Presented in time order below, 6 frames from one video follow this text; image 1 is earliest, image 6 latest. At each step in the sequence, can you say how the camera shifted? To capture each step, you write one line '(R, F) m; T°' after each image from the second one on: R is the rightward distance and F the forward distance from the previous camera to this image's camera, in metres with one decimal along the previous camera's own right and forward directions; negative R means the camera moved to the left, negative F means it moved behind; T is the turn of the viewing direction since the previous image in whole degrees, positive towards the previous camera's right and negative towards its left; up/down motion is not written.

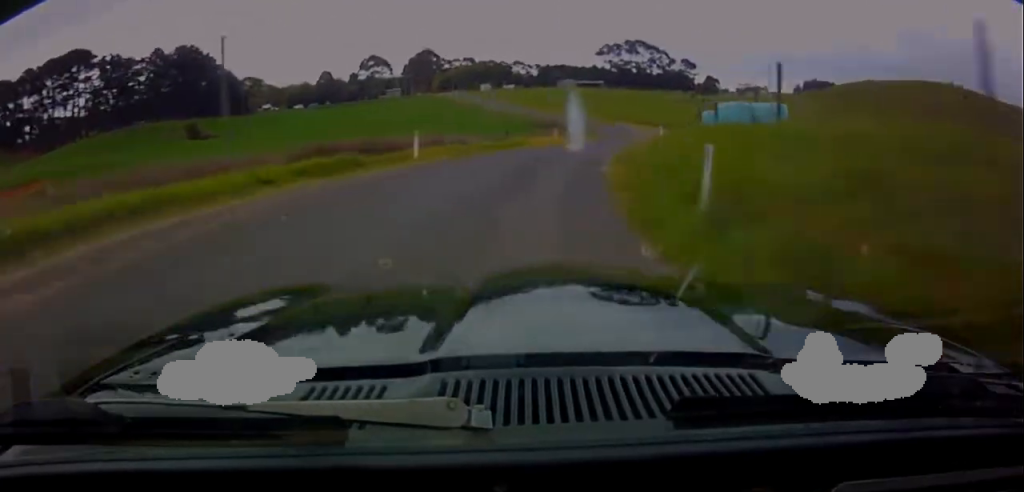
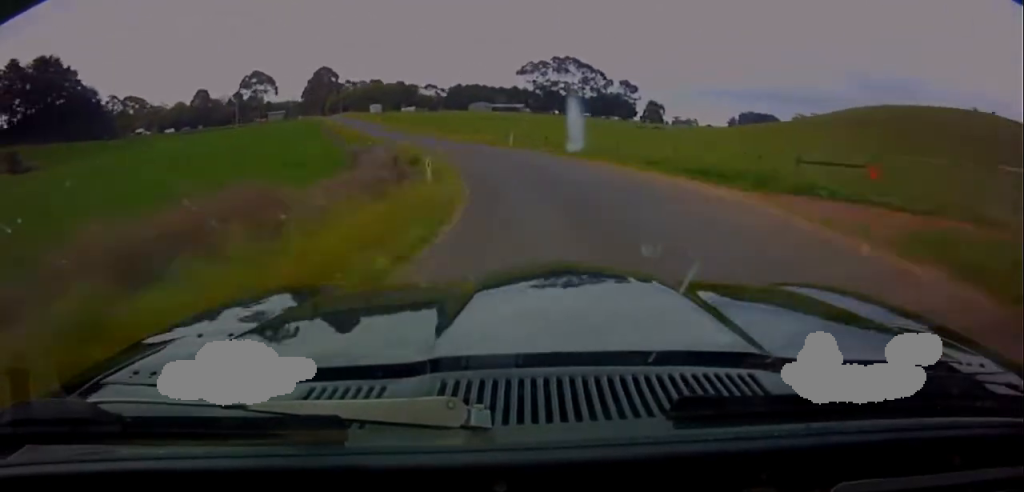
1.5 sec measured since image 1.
(+3.6, +51.5) m; -2°
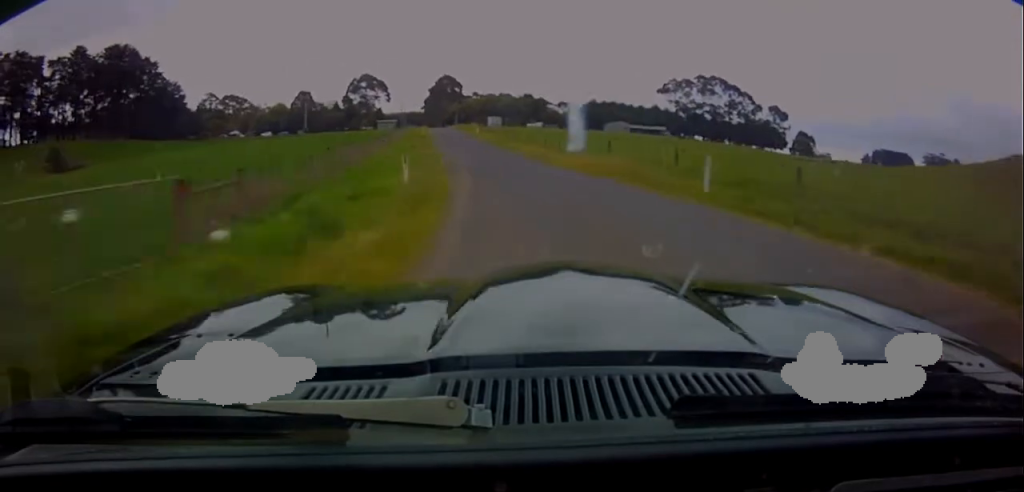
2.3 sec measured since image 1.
(-1.5, +27.1) m; -7°
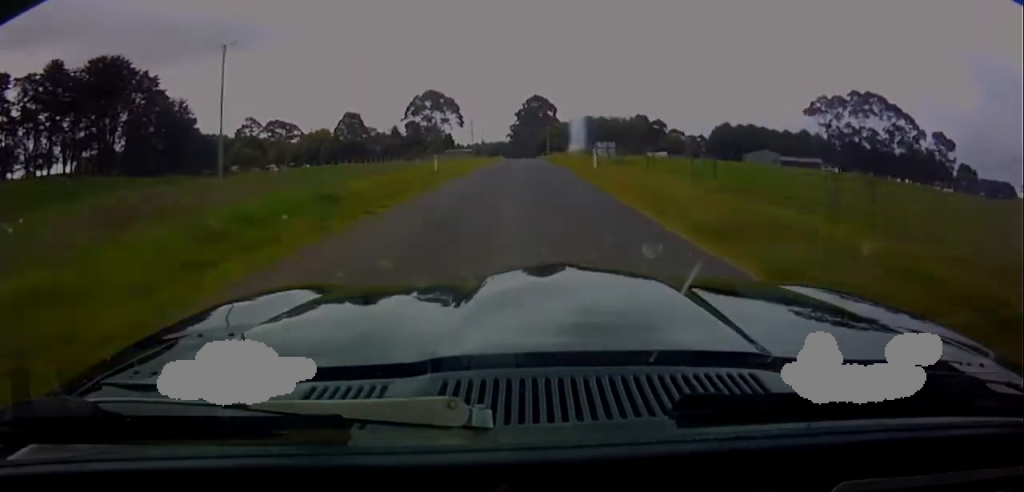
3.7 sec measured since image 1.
(-4.8, +54.4) m; -7°
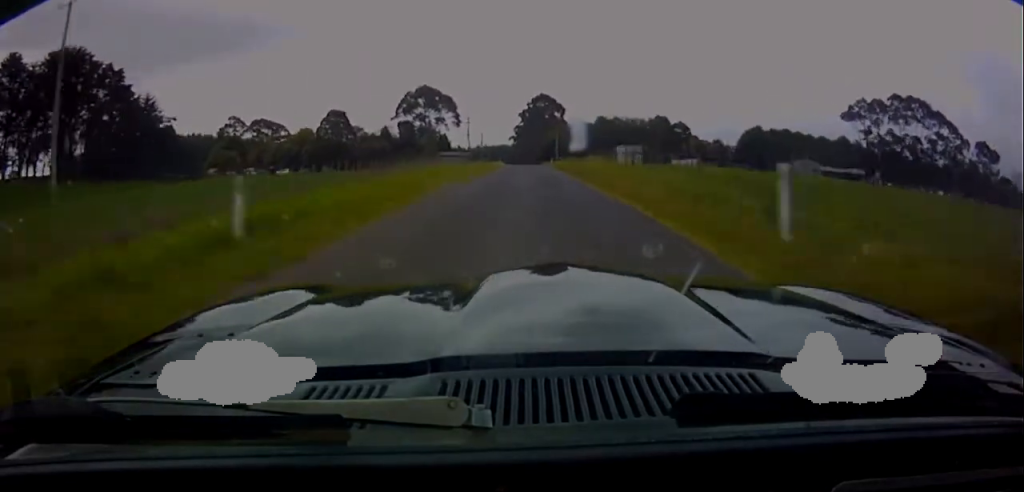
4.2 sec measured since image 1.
(-0.2, +20.2) m; -1°
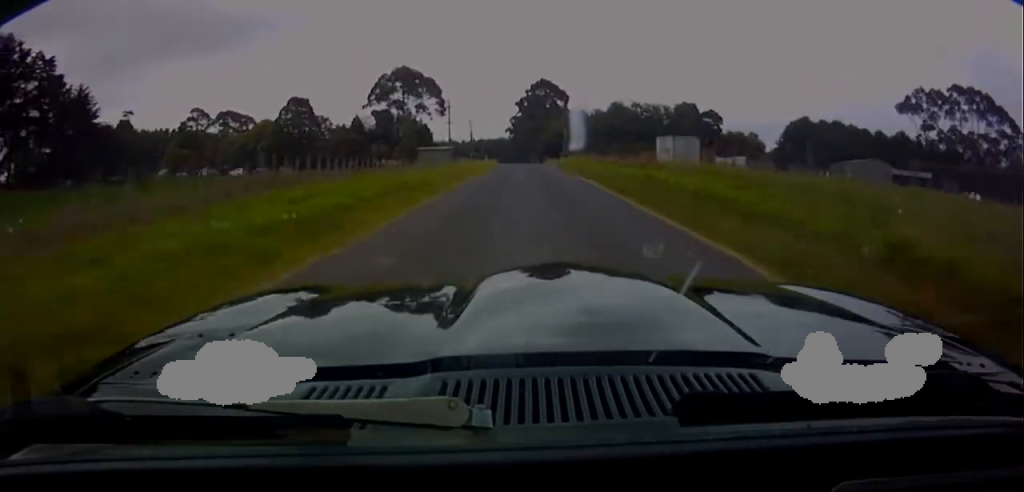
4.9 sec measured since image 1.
(-0.3, +28.1) m; 0°
